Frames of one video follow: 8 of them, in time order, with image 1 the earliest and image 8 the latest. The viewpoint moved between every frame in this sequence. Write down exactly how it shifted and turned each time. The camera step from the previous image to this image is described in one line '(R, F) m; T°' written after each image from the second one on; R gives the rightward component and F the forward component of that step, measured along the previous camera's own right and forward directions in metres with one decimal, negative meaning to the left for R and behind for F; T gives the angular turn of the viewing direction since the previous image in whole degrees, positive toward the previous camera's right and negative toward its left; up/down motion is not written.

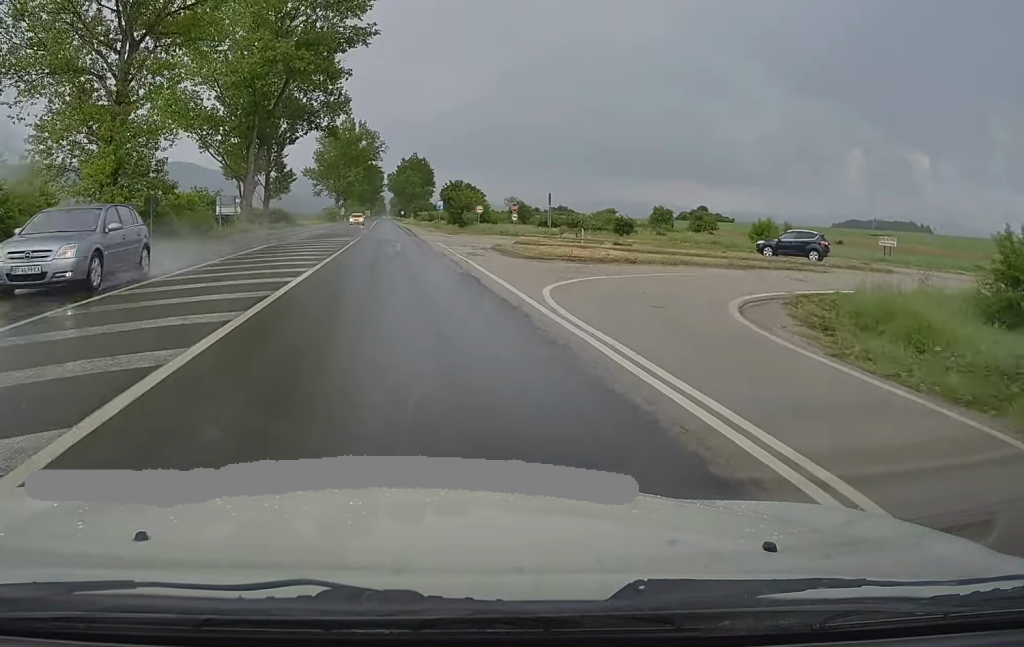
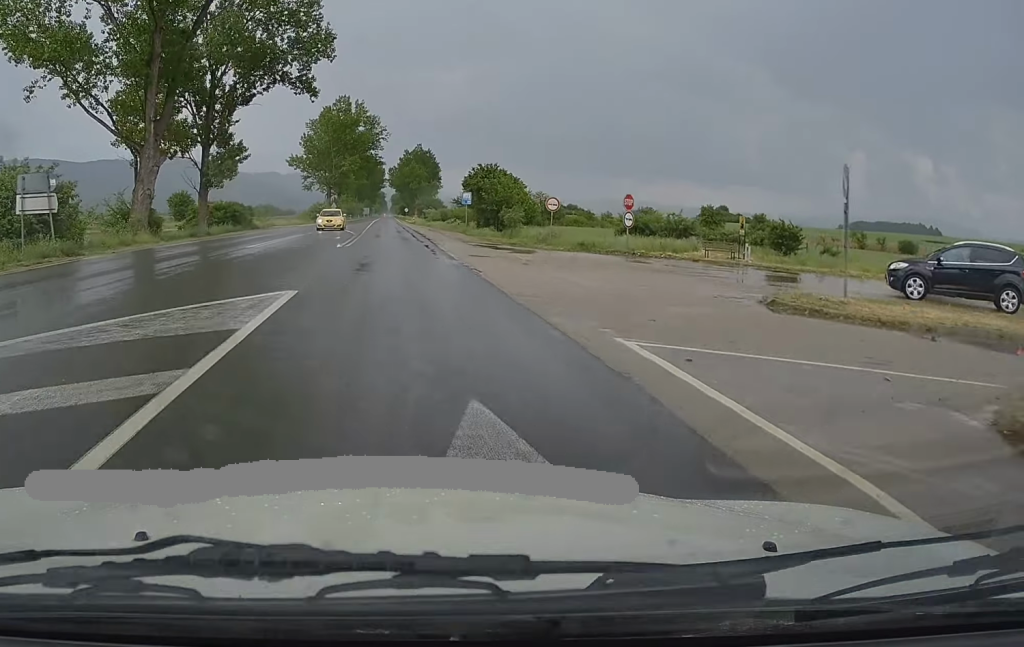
(0.0, +30.5) m; 0°
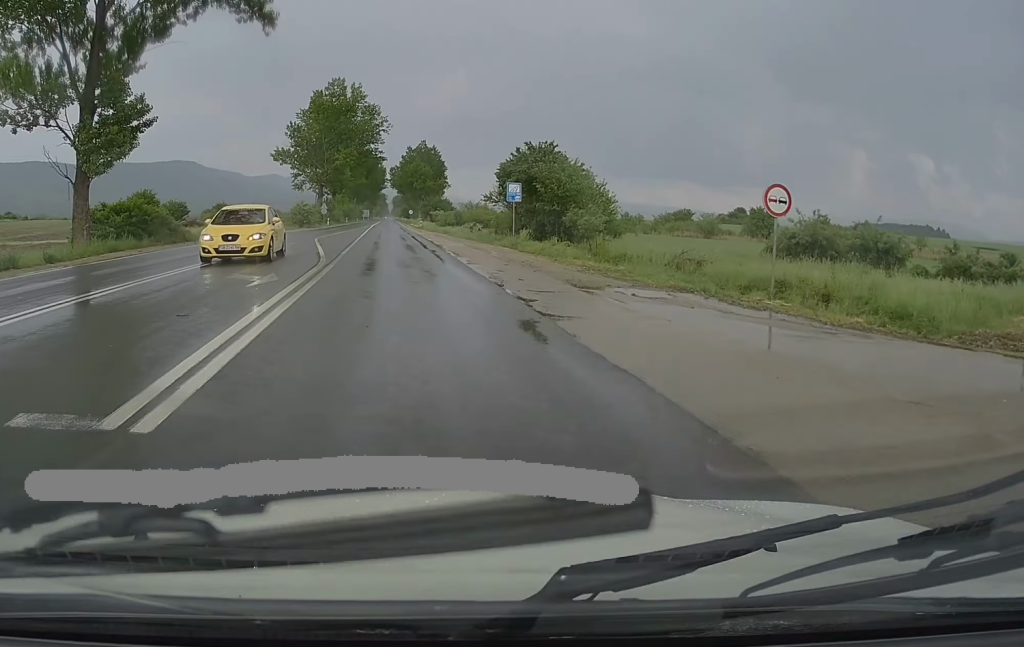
(-0.1, +23.4) m; -1°
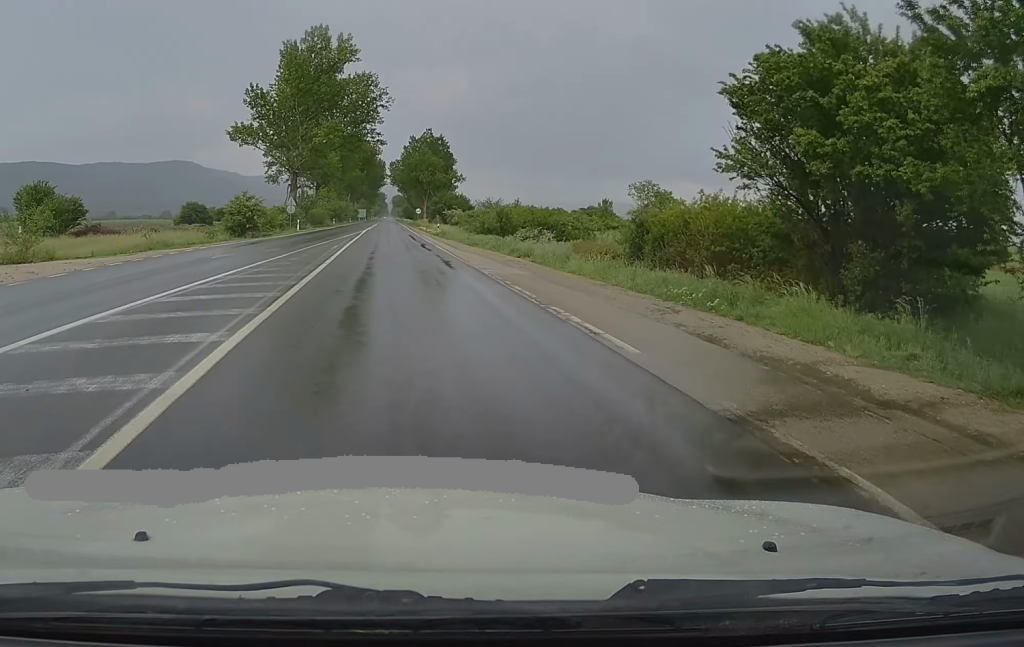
(0.0, +38.1) m; +1°
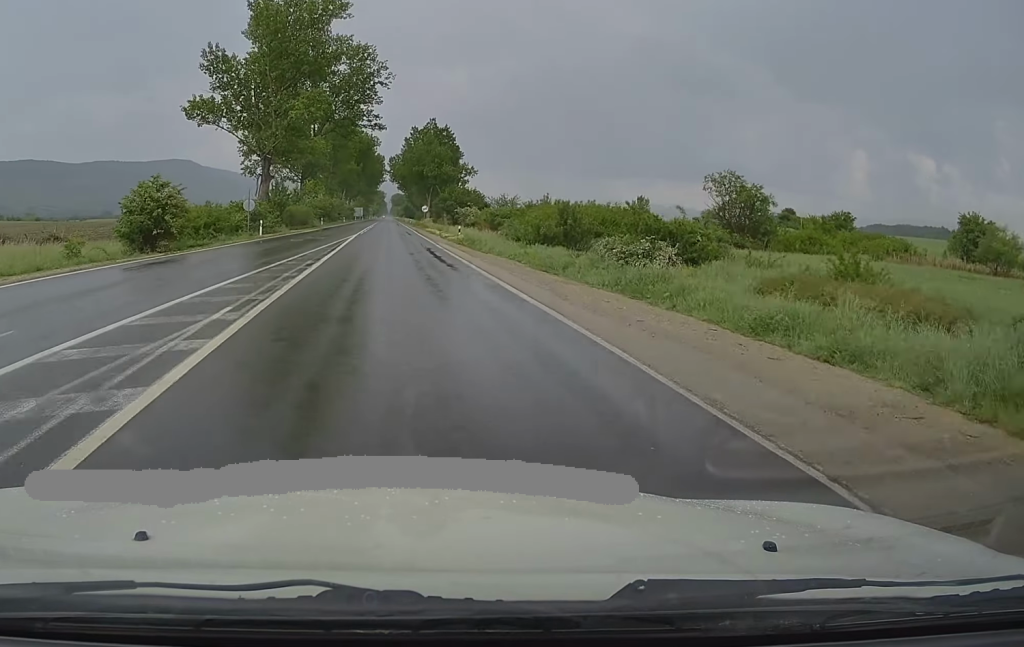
(+0.1, +21.9) m; 0°
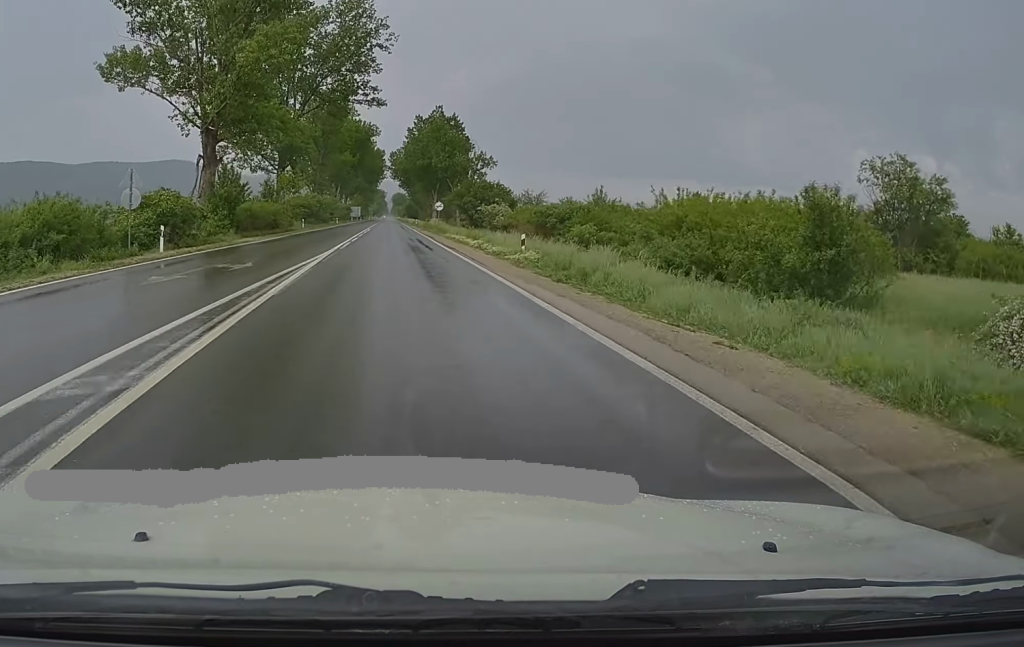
(+0.1, +23.8) m; 0°
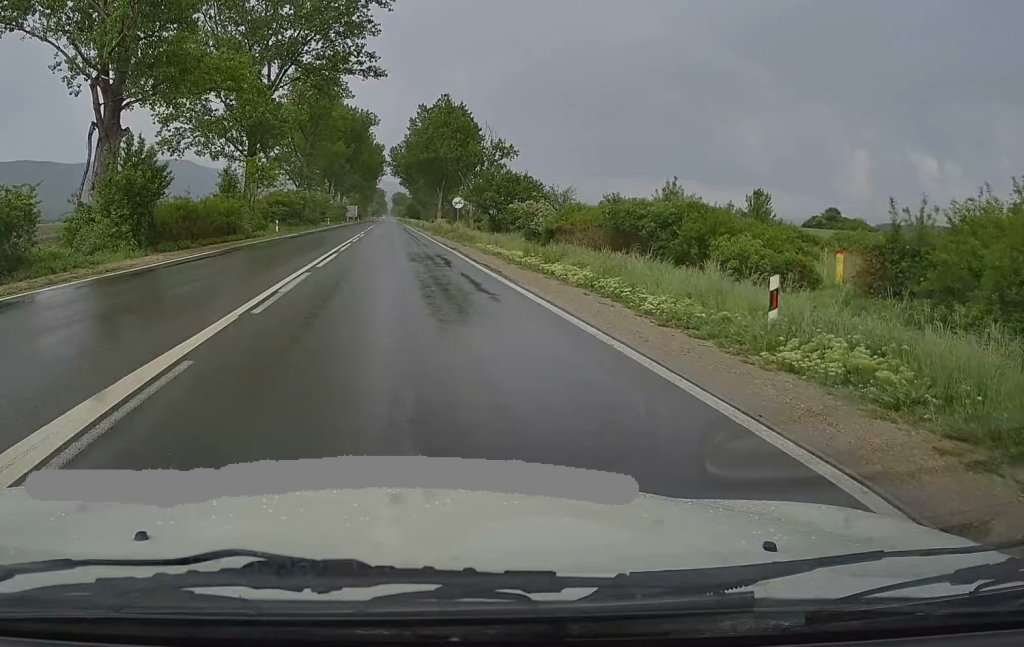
(0.0, +18.7) m; 0°
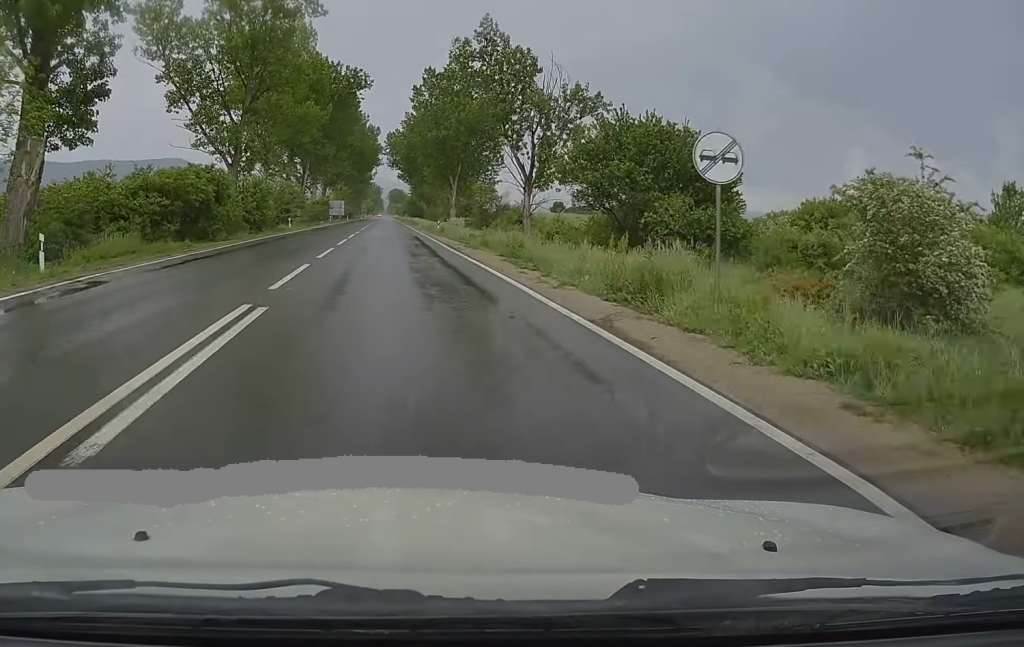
(-0.5, +41.4) m; -1°
